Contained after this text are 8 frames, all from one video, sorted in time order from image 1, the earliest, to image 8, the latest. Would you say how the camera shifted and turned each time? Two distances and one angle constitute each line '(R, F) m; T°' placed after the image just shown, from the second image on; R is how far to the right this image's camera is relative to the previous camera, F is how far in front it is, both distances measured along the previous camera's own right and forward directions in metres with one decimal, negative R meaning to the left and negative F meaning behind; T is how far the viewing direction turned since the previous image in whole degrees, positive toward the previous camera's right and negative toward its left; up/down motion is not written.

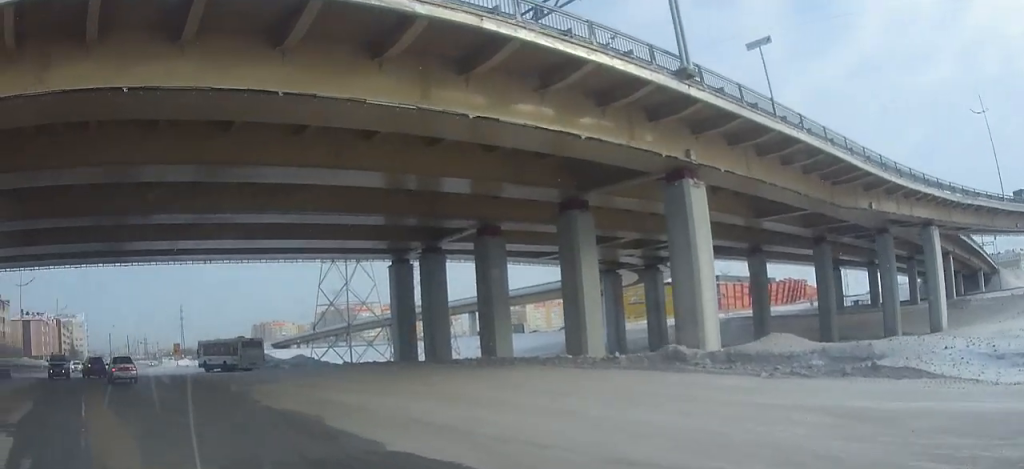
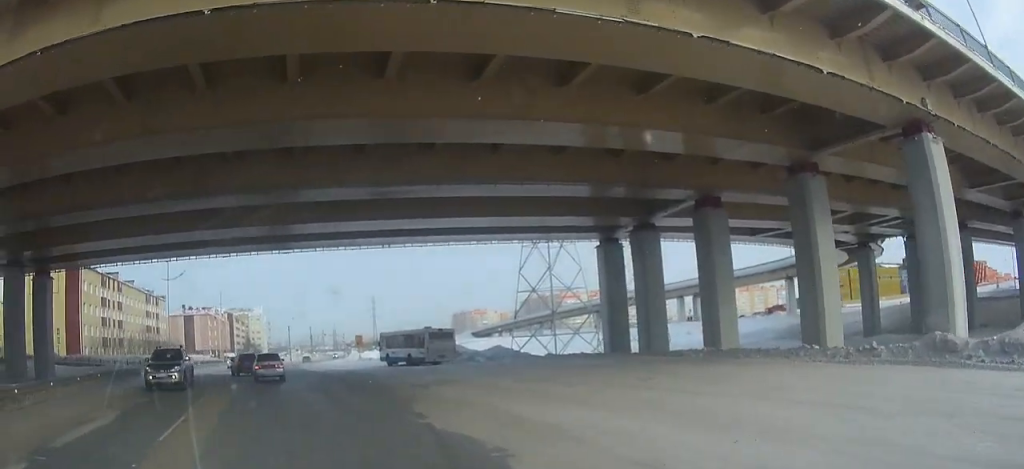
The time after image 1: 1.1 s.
(-0.7, +4.5) m; -17°
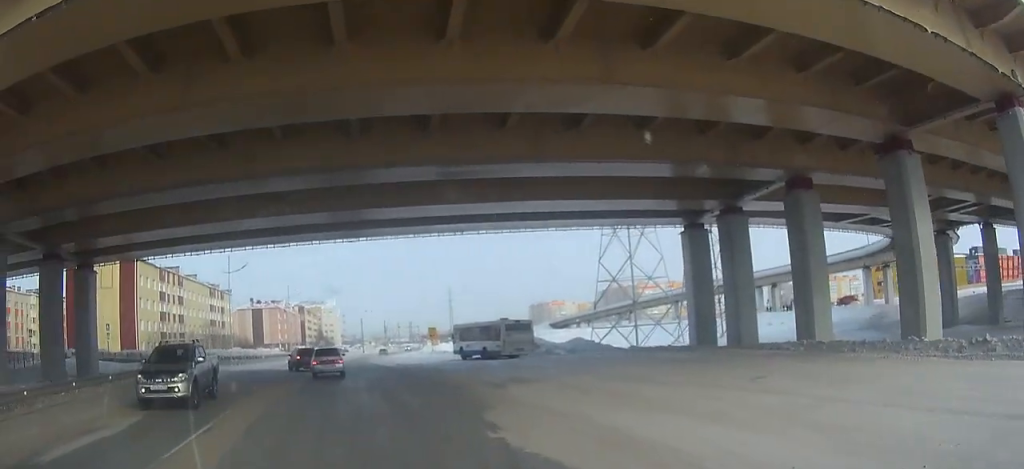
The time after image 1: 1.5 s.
(0.0, +2.3) m; -7°
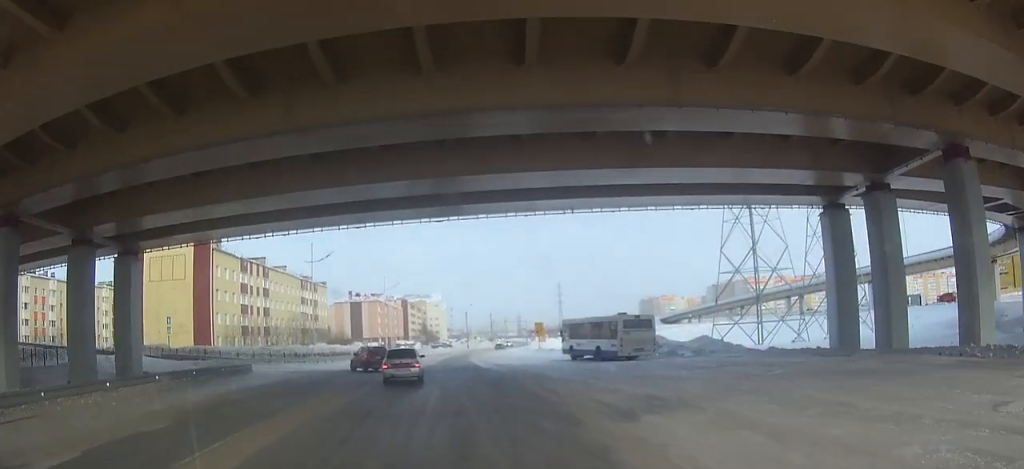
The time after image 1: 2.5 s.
(-0.7, +5.7) m; -12°
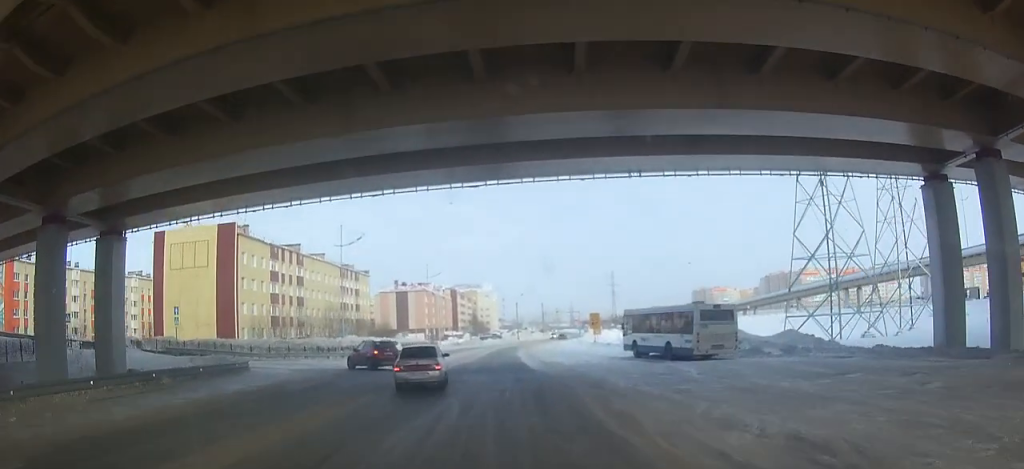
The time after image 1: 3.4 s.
(-0.5, +6.0) m; -4°
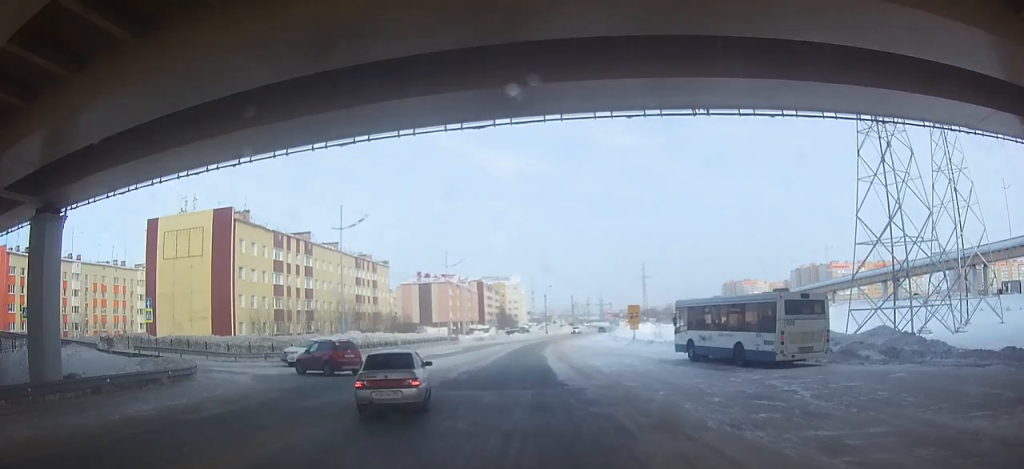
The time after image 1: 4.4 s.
(0.0, +7.0) m; 0°
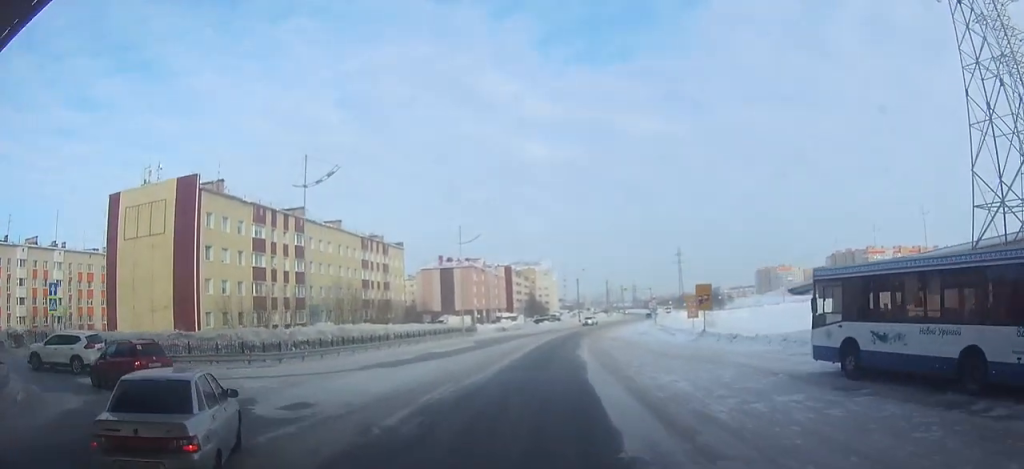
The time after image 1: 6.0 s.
(0.0, +12.9) m; 0°
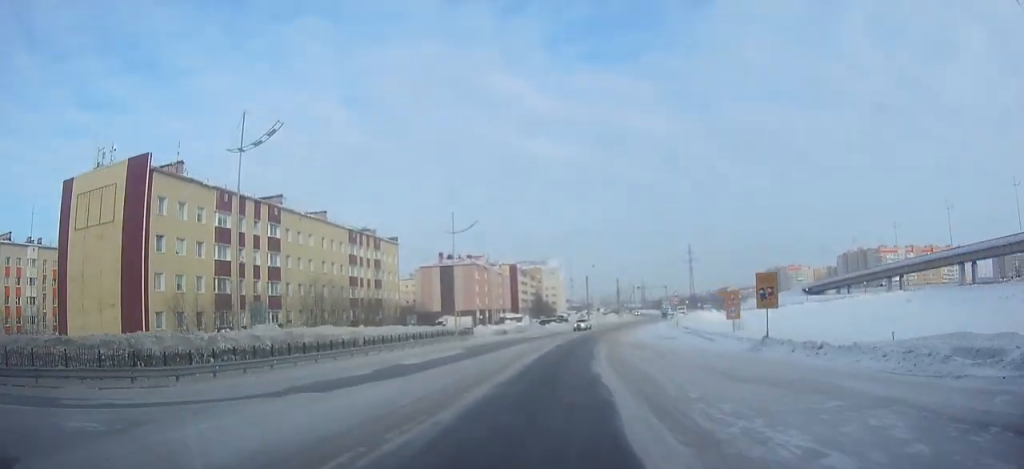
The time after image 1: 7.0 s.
(0.0, +8.7) m; -1°
